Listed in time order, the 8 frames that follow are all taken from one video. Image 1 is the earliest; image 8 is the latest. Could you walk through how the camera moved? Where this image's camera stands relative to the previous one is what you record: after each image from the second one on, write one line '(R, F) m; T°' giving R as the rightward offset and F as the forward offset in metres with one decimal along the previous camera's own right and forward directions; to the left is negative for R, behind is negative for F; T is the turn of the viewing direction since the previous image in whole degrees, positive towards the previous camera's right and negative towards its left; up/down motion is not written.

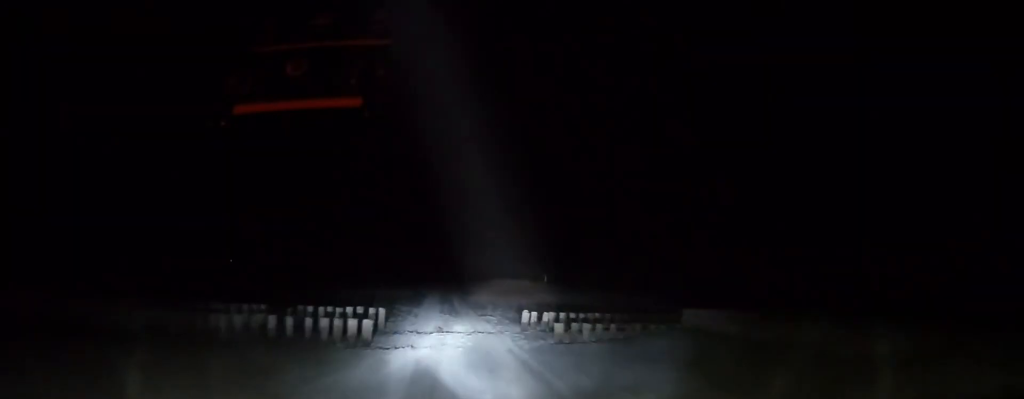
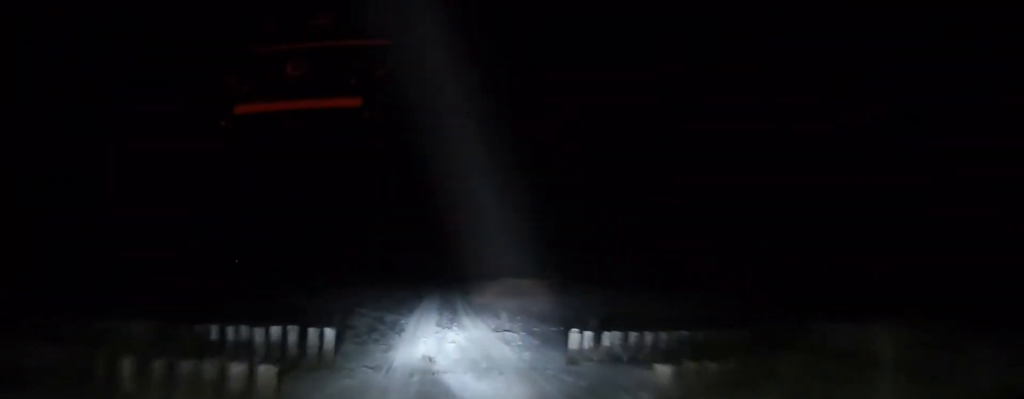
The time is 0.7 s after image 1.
(+0.6, +7.2) m; -3°
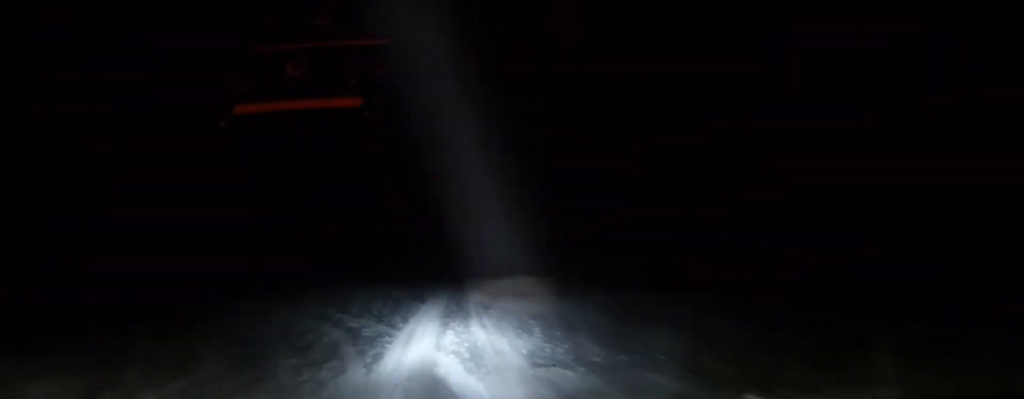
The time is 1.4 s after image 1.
(-0.6, +6.2) m; -3°
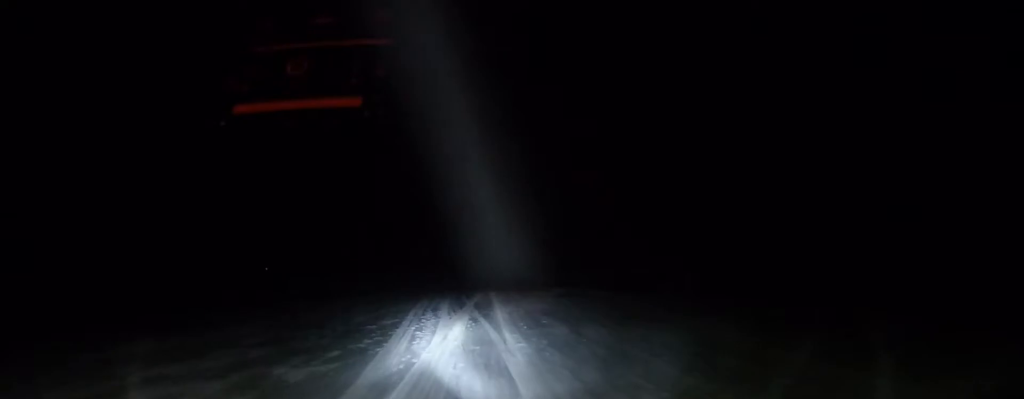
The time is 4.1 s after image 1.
(+0.1, +27.0) m; +2°
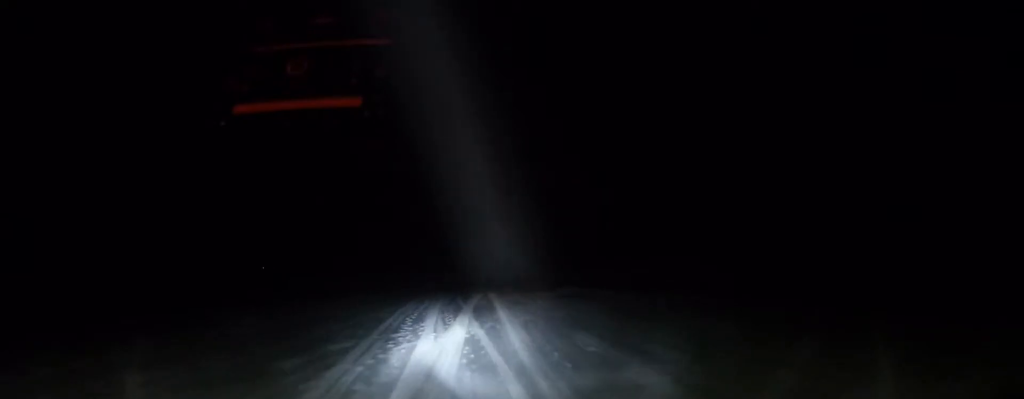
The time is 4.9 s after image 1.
(0.0, +7.4) m; 0°
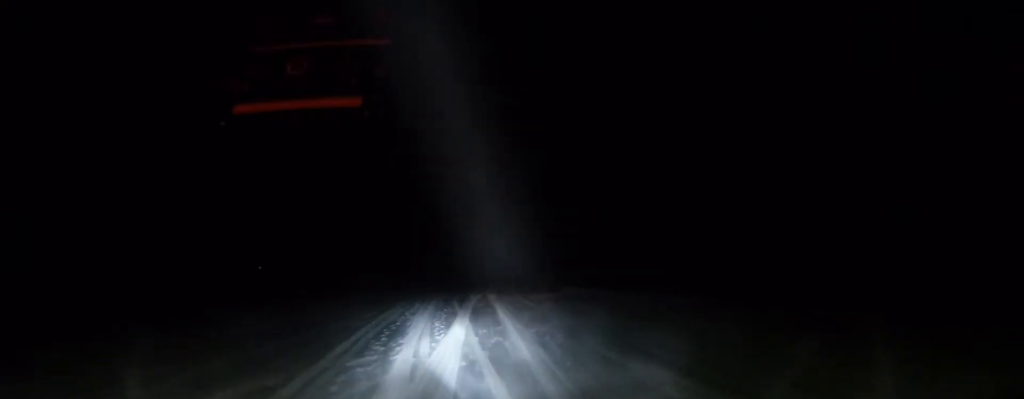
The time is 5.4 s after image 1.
(0.0, +4.9) m; 0°
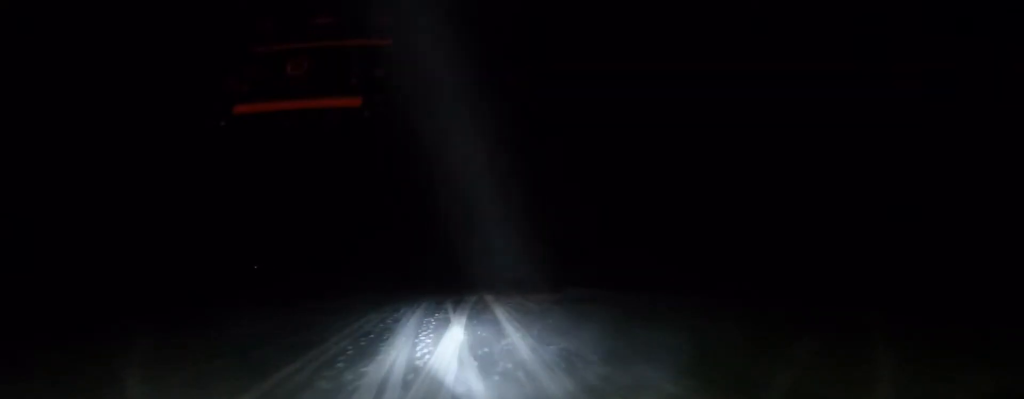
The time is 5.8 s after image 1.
(0.0, +4.1) m; 0°
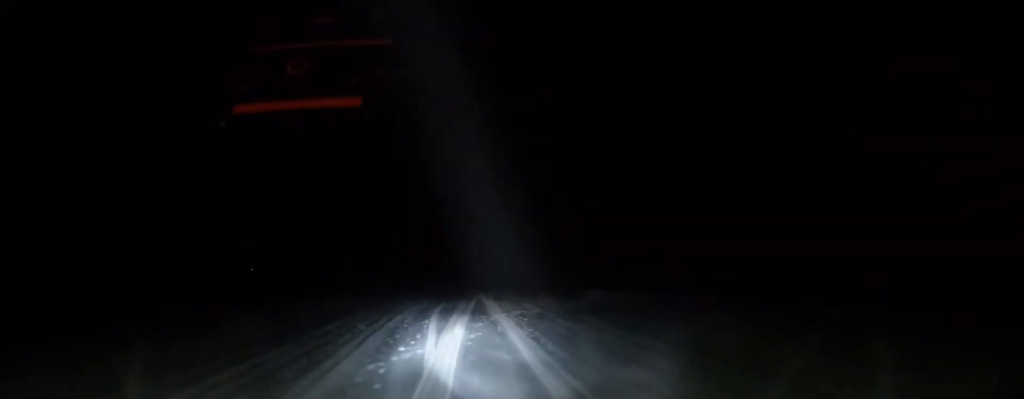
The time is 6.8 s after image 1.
(0.0, +10.3) m; 0°
